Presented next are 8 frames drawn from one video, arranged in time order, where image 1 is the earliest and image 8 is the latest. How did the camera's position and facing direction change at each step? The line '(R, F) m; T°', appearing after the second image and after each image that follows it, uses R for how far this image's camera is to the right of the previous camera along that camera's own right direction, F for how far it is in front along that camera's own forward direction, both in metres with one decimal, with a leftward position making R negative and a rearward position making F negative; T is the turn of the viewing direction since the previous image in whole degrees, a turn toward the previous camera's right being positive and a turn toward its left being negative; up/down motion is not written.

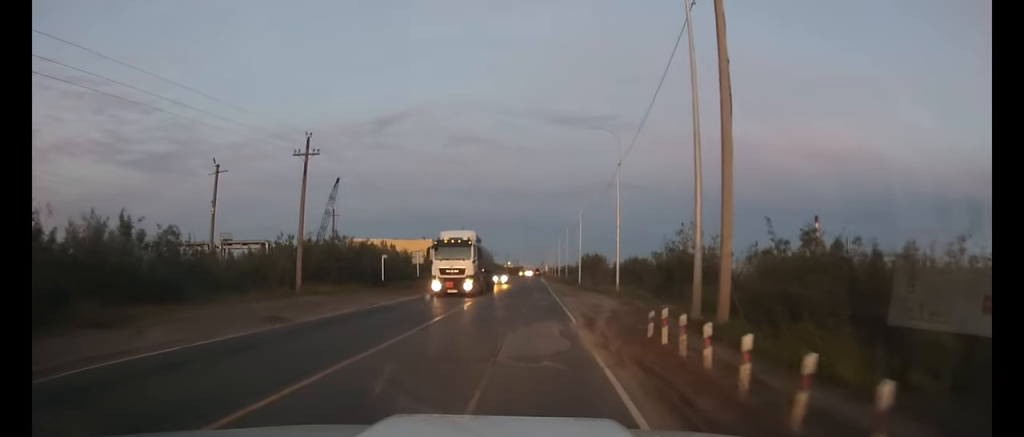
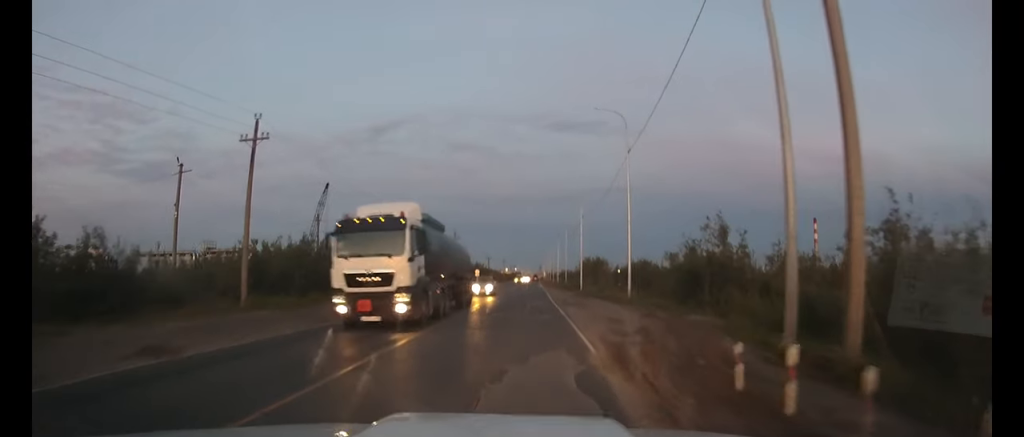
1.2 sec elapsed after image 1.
(+0.1, +5.7) m; +1°
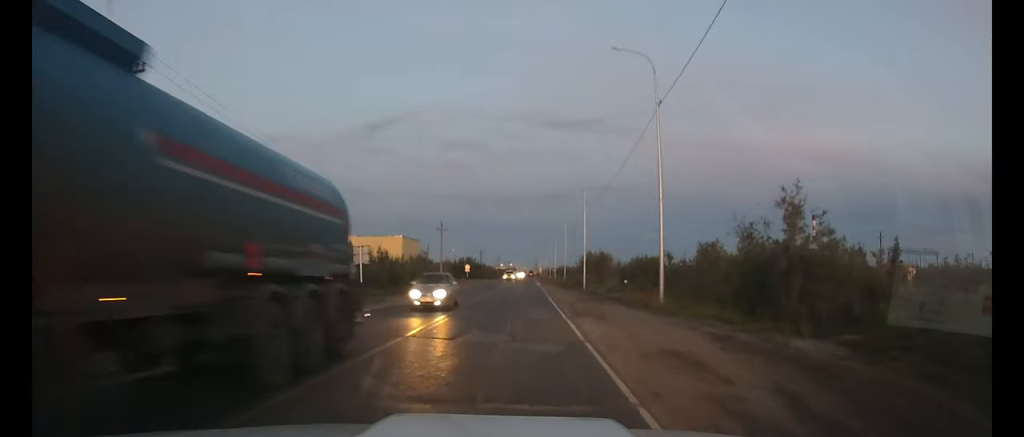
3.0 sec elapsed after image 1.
(0.0, +9.8) m; 0°
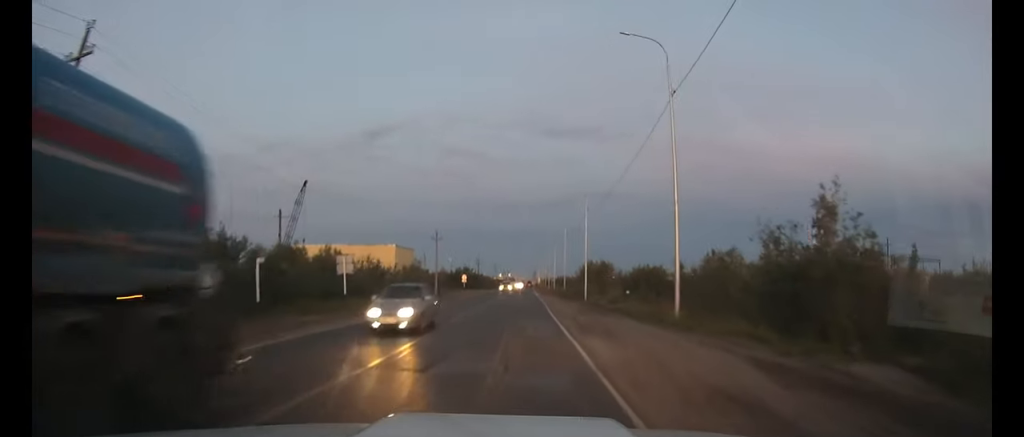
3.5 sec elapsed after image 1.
(0.0, +3.2) m; 0°
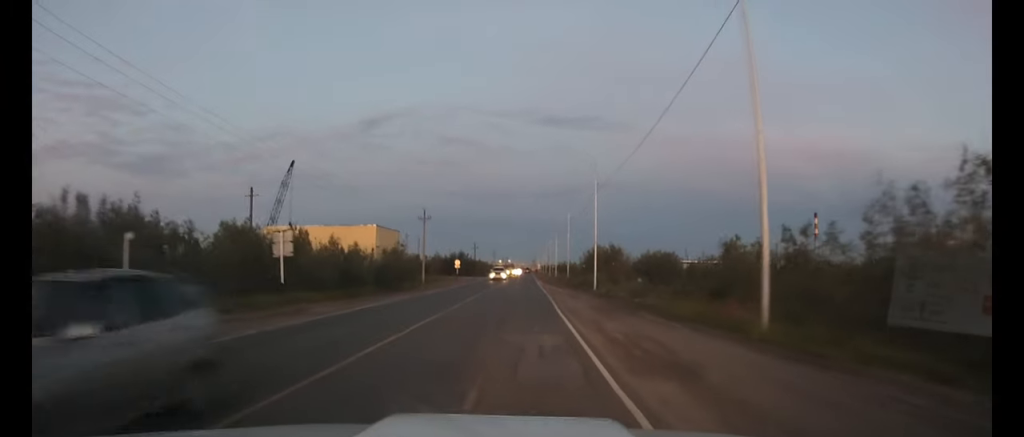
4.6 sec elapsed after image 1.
(0.0, +8.3) m; 0°
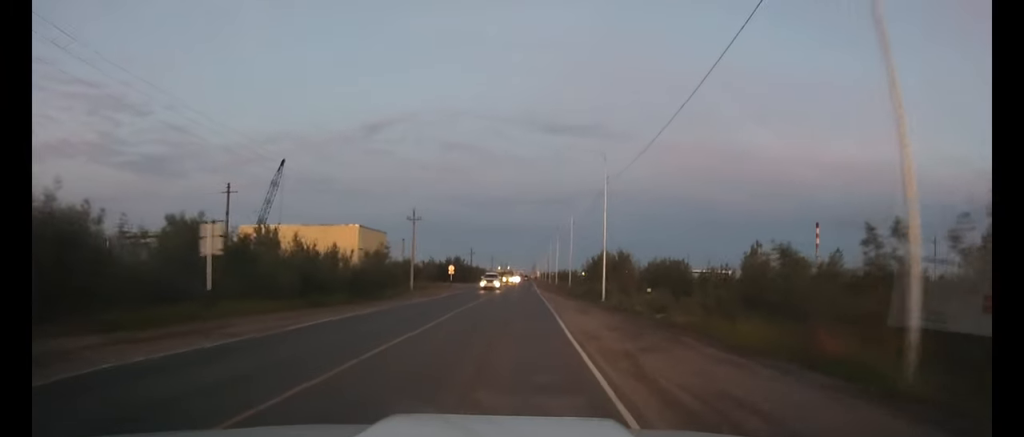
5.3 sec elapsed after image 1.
(0.0, +5.7) m; 0°
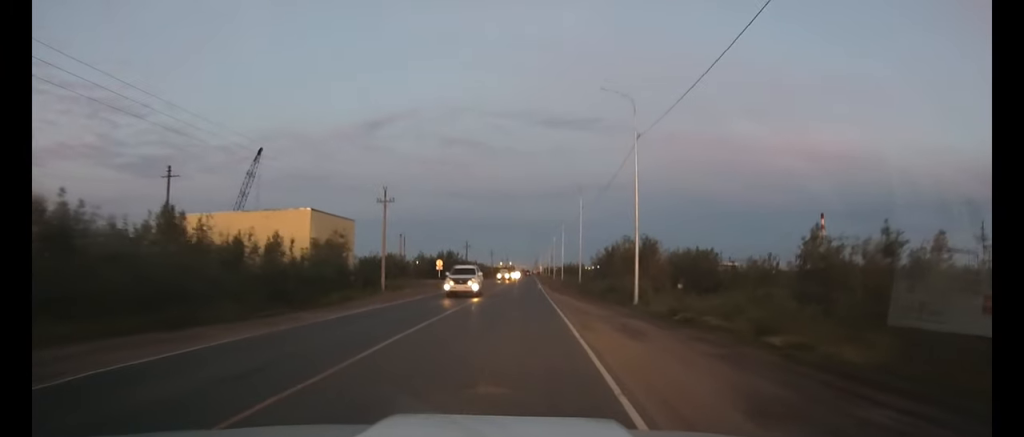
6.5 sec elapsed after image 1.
(0.0, +11.9) m; 0°
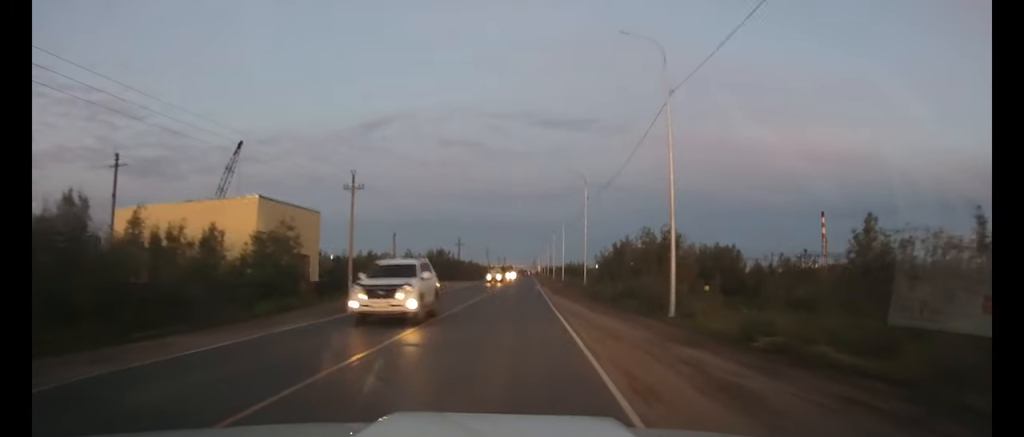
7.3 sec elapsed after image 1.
(0.0, +8.5) m; 0°
